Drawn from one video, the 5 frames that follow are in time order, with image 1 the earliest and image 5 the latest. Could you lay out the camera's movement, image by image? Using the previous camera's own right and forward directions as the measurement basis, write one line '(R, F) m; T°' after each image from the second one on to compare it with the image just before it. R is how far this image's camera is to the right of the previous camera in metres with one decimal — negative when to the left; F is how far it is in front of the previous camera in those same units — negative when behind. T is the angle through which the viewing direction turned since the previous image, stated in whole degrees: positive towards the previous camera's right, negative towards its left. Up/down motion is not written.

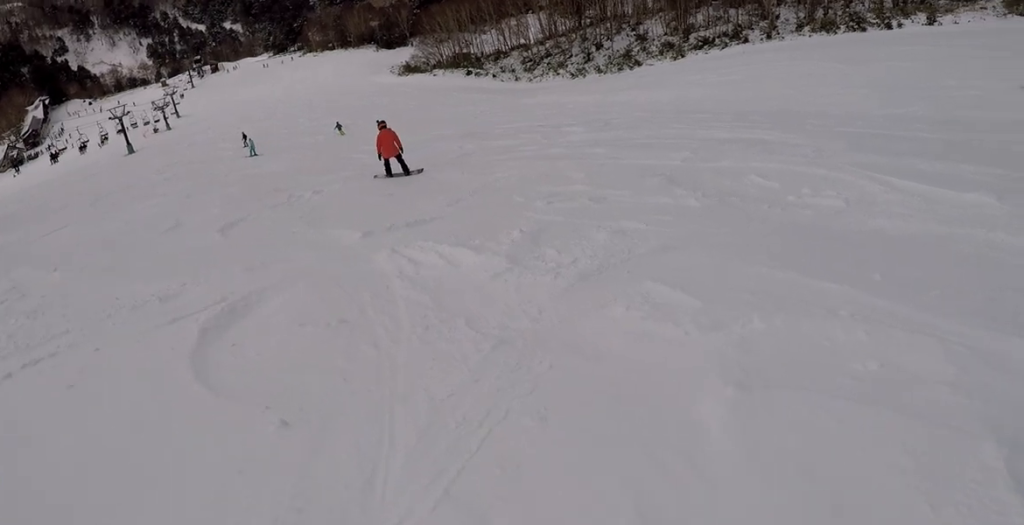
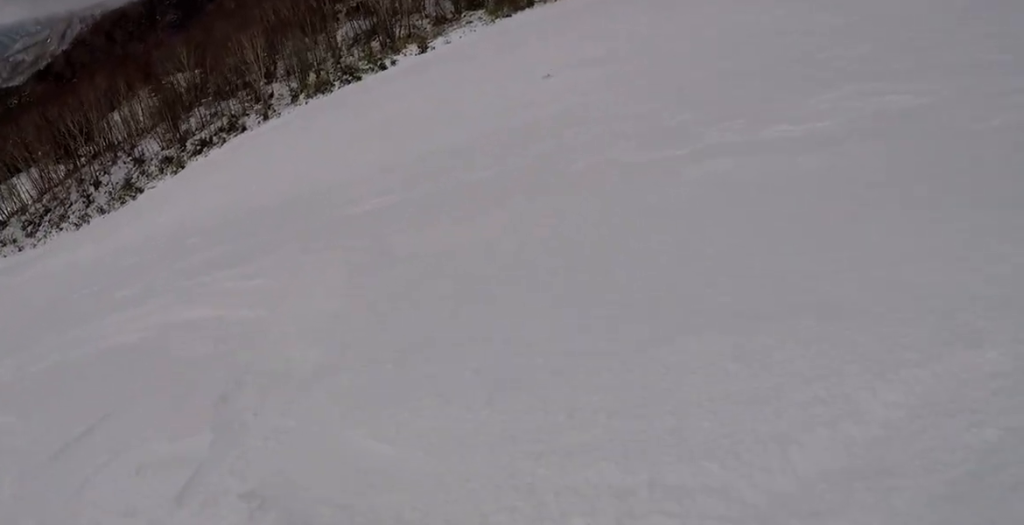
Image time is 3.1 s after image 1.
(+6.8, +10.6) m; +23°
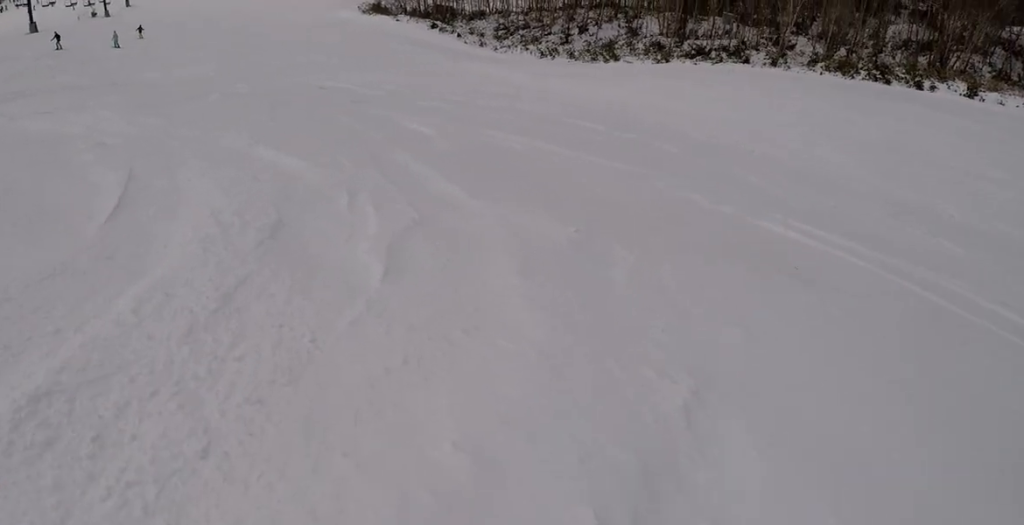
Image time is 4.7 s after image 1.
(-3.4, +7.0) m; -61°
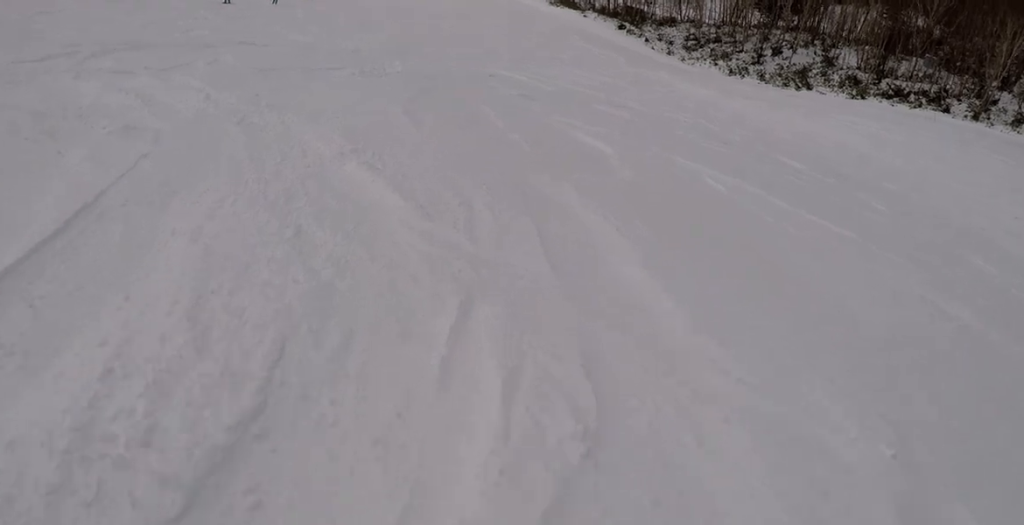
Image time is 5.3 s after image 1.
(-0.8, +3.0) m; -17°
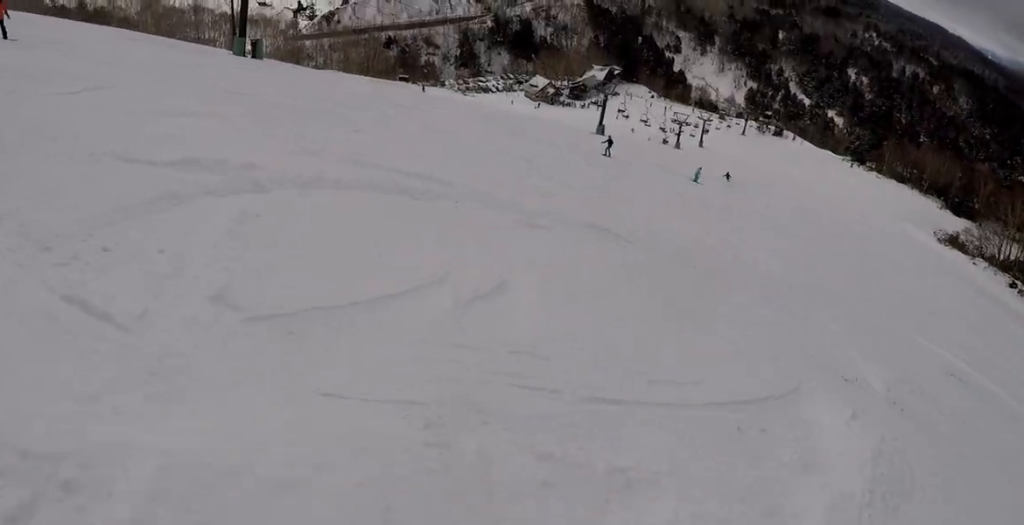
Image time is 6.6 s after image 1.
(-2.0, +7.4) m; -27°
